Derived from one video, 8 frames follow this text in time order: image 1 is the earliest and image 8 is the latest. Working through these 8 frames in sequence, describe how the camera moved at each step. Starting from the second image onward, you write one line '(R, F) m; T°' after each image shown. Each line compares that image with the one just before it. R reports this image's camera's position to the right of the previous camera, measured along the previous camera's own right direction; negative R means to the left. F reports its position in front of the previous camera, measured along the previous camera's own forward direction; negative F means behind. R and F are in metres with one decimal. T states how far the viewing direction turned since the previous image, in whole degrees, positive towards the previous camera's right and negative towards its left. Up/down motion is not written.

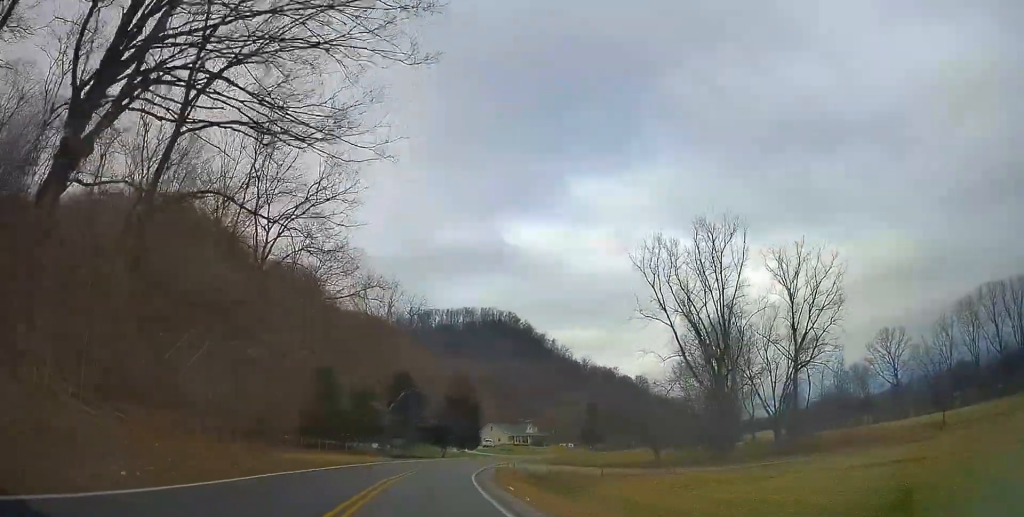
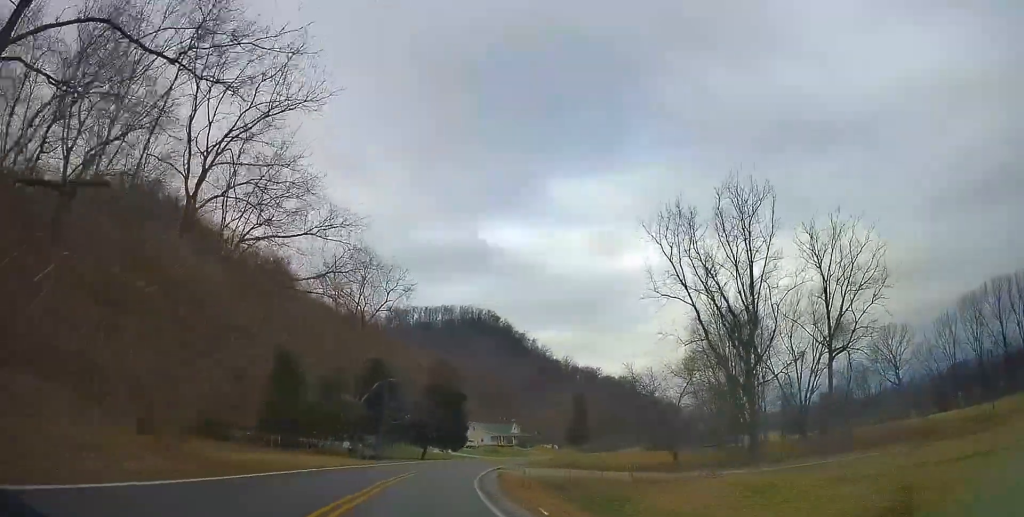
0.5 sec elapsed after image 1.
(+0.5, +11.3) m; +2°
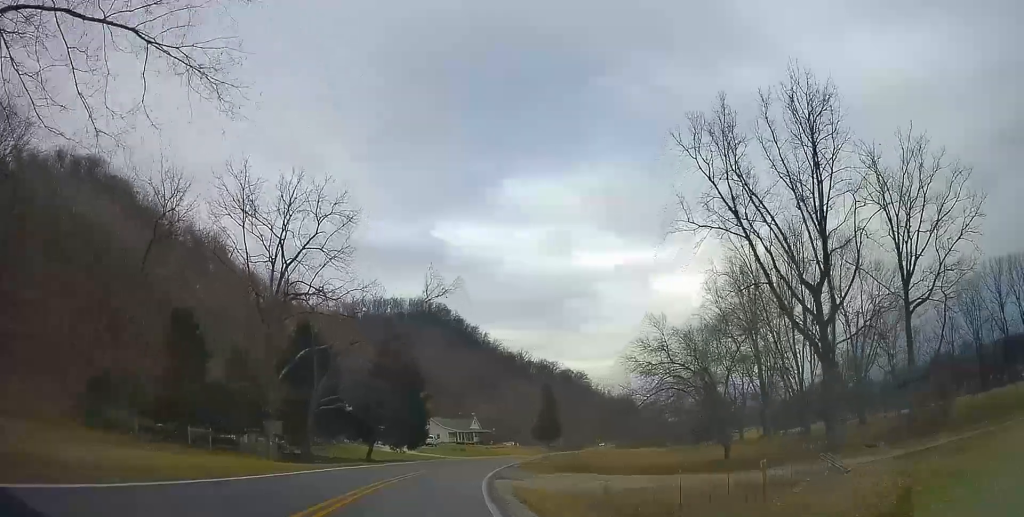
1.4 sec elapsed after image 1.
(+0.7, +19.7) m; +4°
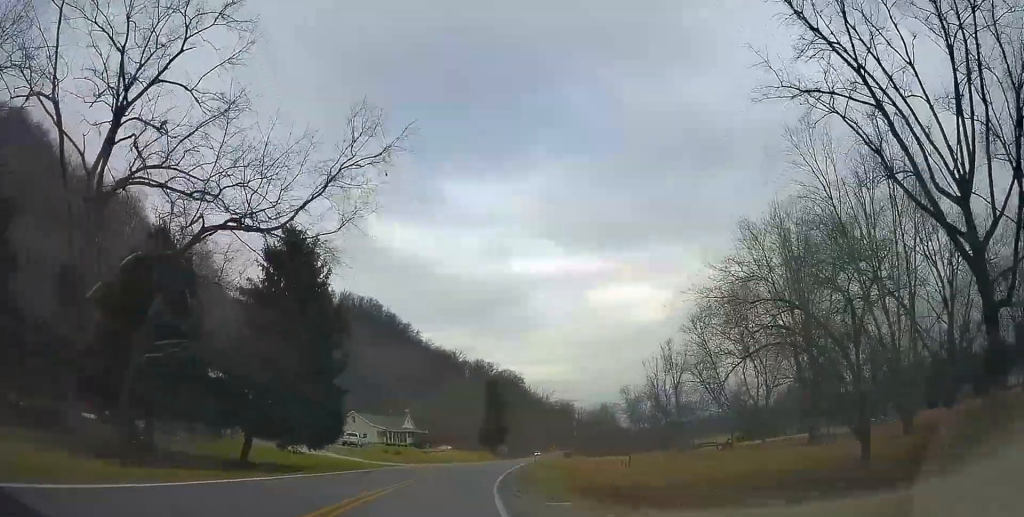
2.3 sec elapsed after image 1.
(+1.0, +22.0) m; +6°
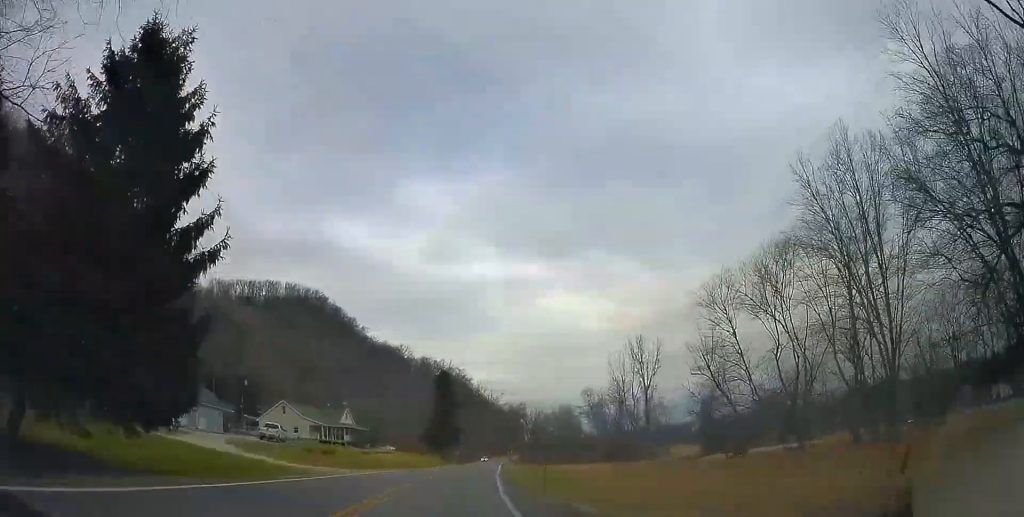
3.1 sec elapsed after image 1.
(+0.5, +16.7) m; +5°
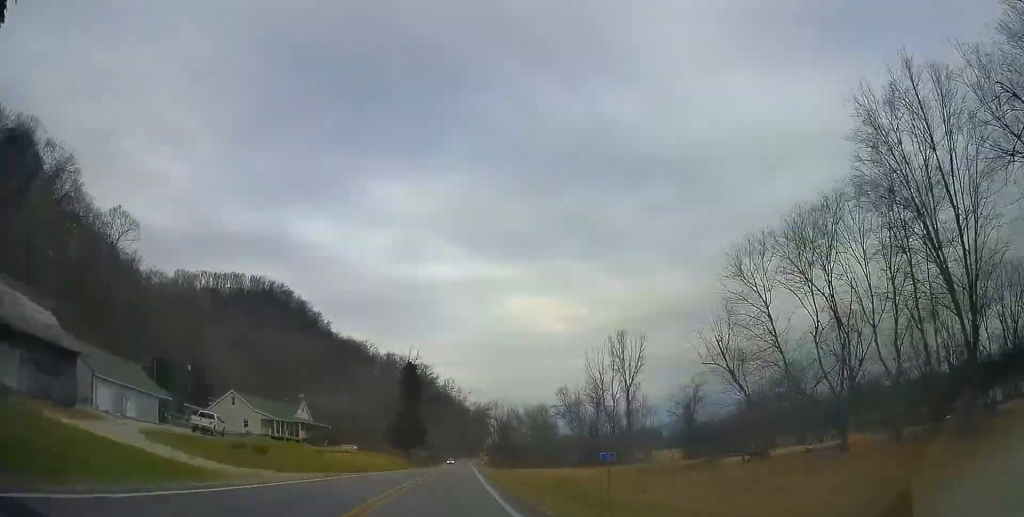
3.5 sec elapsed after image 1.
(+0.5, +10.4) m; +4°
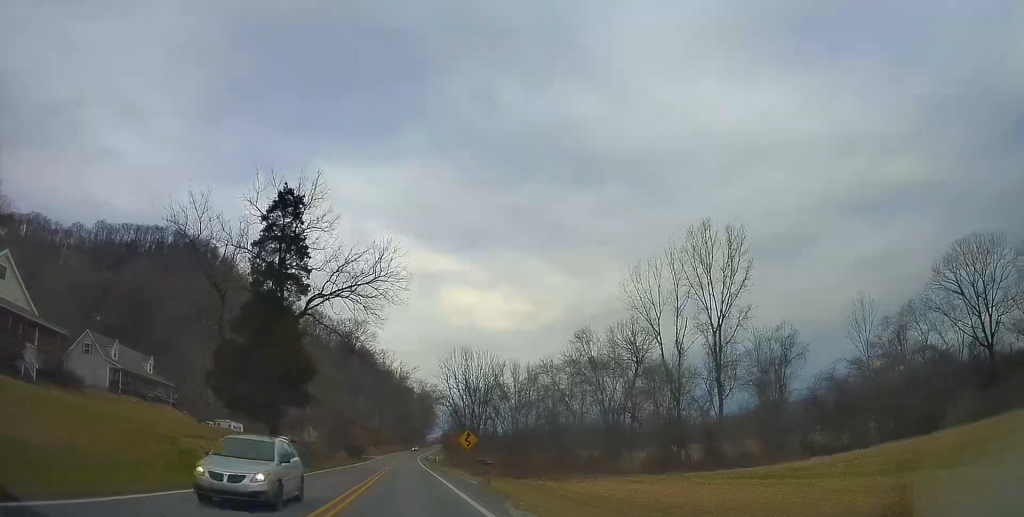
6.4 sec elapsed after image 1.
(+8.5, +63.7) m; +10°
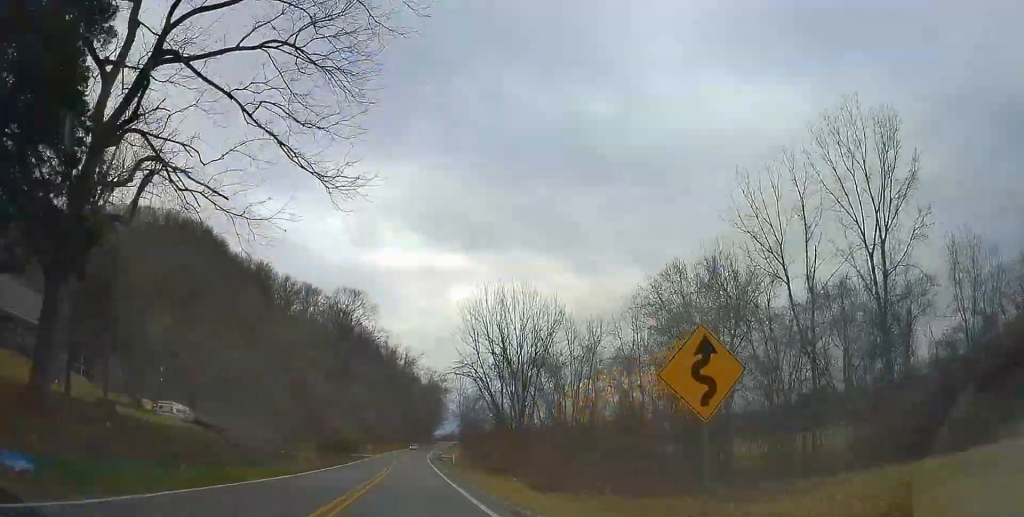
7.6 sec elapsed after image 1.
(0.0, +28.5) m; -1°
